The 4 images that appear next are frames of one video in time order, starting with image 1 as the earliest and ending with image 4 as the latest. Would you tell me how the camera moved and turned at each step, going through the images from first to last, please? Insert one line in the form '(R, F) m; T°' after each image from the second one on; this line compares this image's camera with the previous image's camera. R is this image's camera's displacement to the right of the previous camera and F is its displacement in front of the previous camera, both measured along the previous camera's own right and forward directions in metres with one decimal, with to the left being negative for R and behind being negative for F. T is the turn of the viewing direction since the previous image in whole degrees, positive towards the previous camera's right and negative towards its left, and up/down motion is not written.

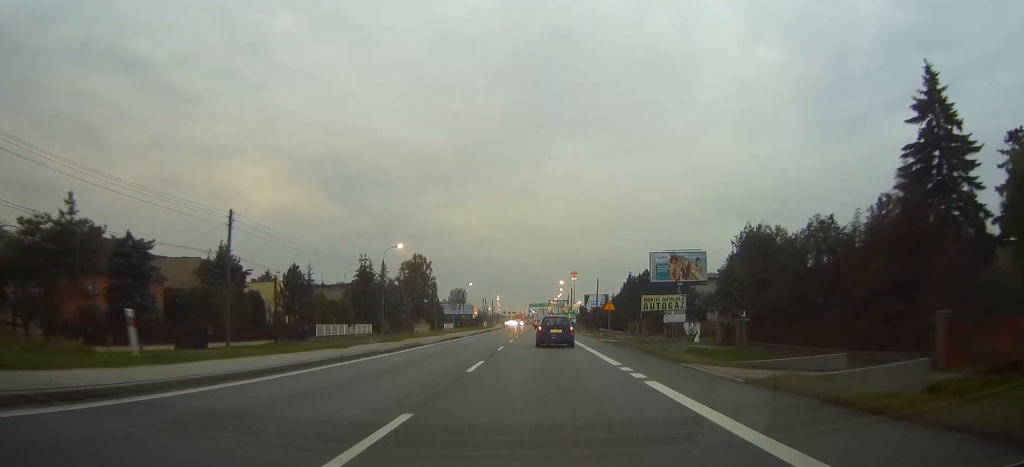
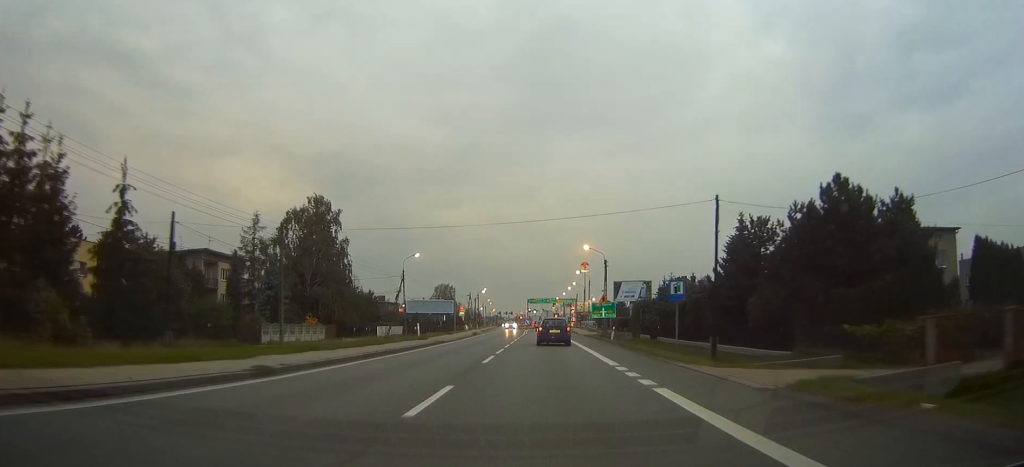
(+0.4, +65.6) m; 0°
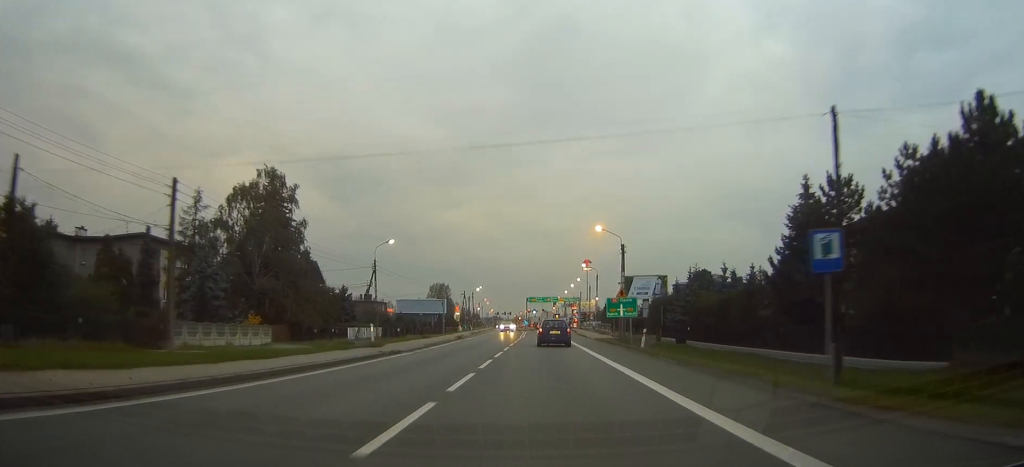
(0.0, +14.1) m; 0°
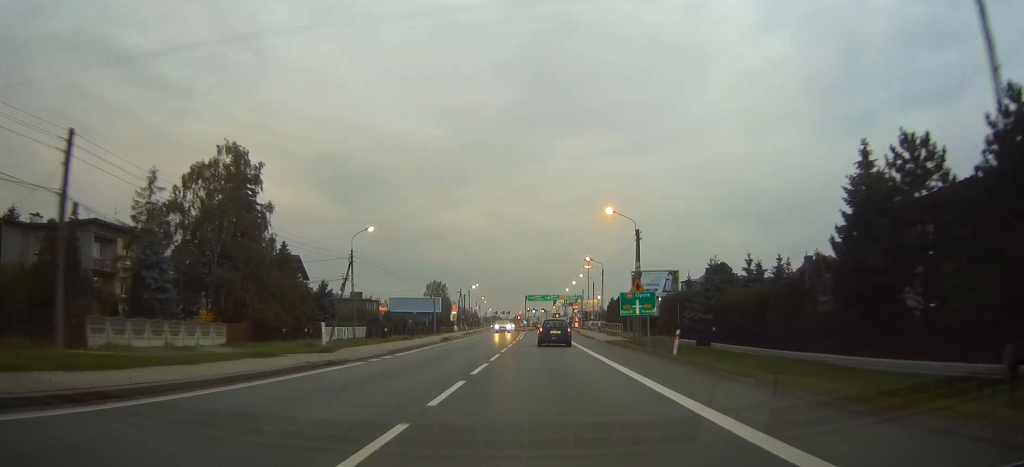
(0.0, +8.3) m; 0°
